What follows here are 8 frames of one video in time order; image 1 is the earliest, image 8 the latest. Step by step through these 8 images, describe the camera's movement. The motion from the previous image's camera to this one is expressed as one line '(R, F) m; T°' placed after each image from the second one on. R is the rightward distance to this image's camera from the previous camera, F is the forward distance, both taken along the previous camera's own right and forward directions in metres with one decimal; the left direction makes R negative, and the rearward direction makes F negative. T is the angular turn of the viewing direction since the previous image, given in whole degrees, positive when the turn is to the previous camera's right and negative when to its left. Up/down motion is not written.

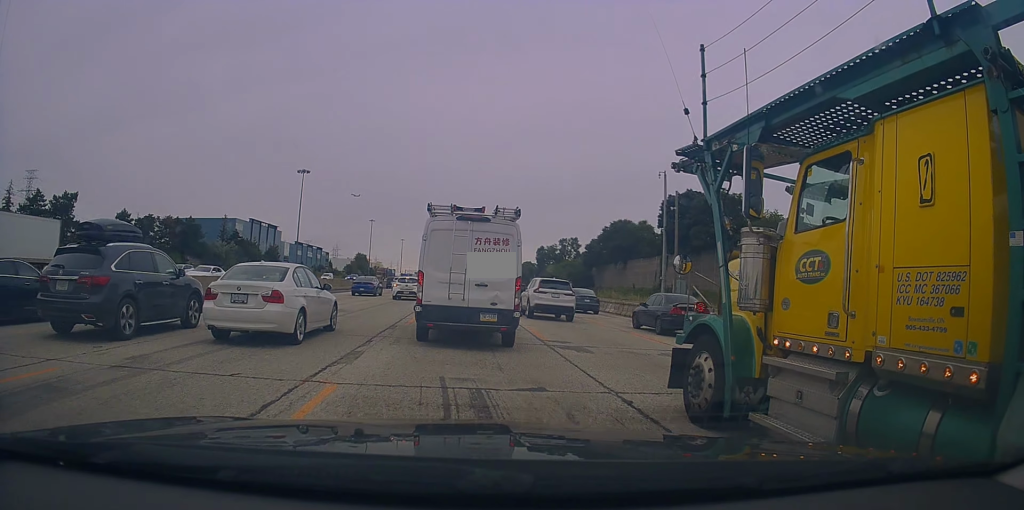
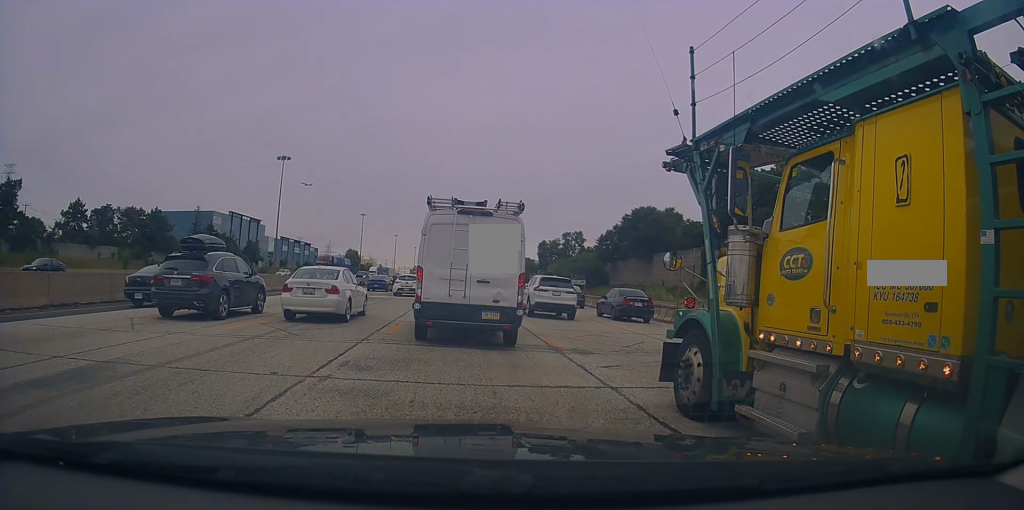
(-0.2, +15.3) m; -1°
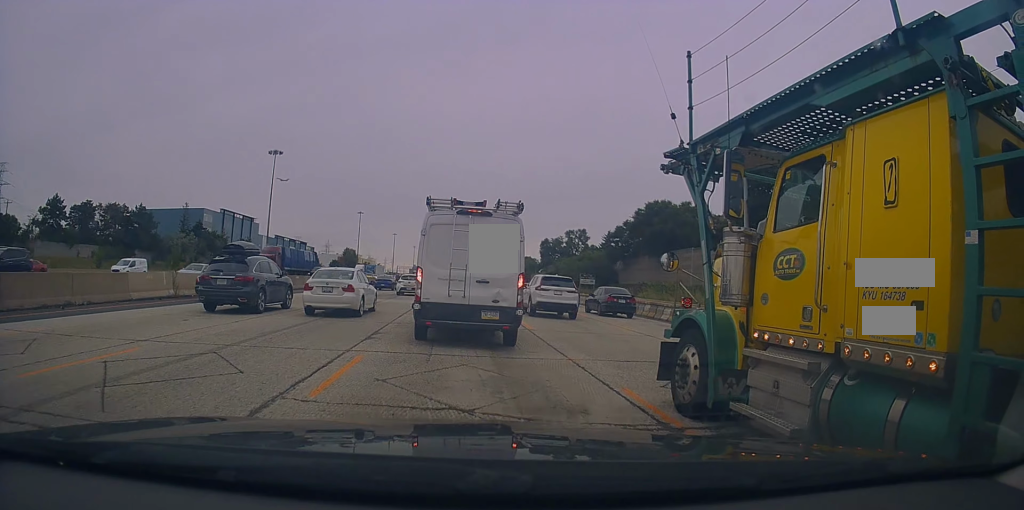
(+0.1, +6.7) m; +1°
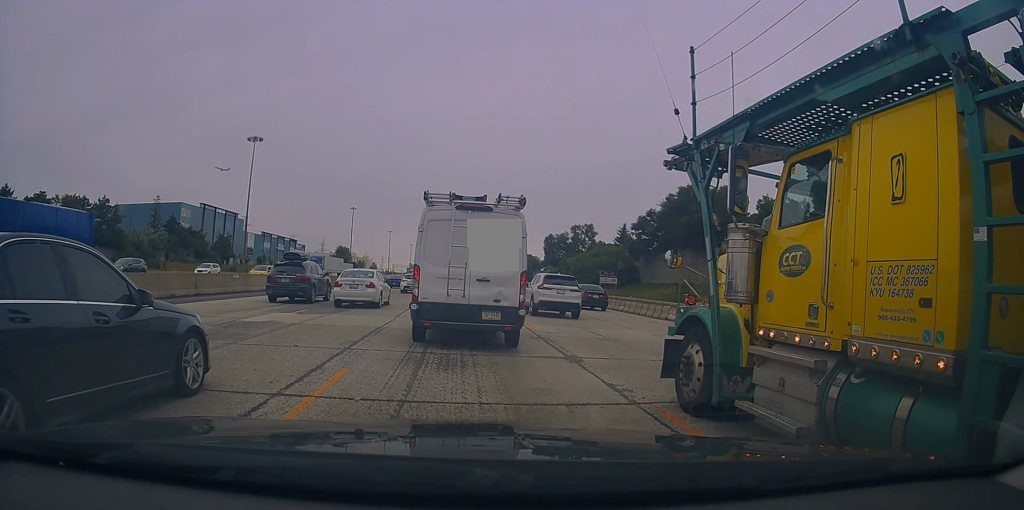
(0.0, +13.3) m; -1°
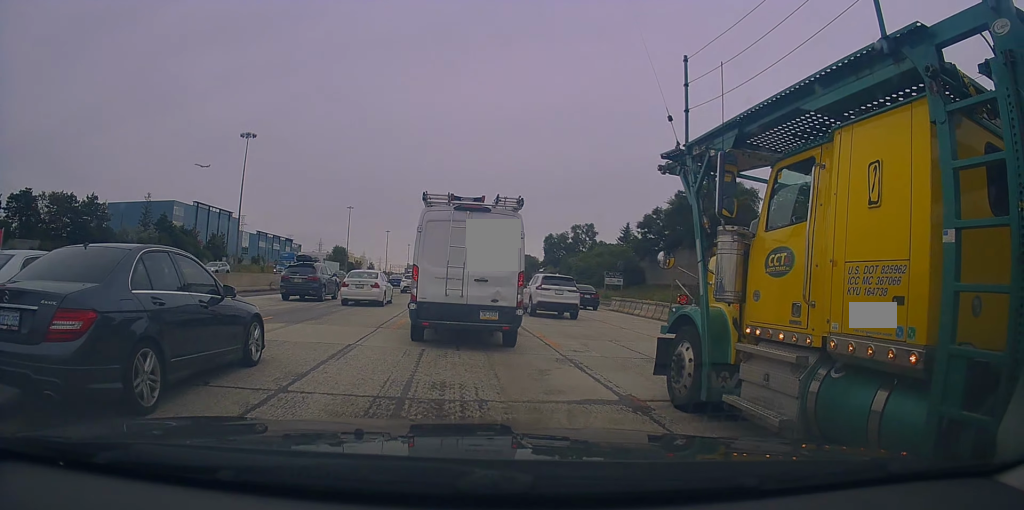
(0.0, +3.6) m; 0°
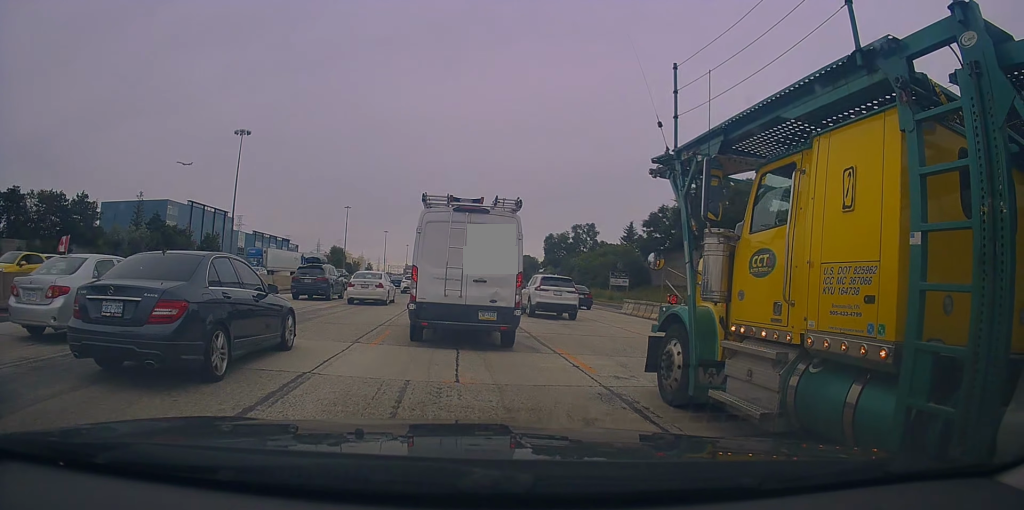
(0.0, +3.0) m; 0°
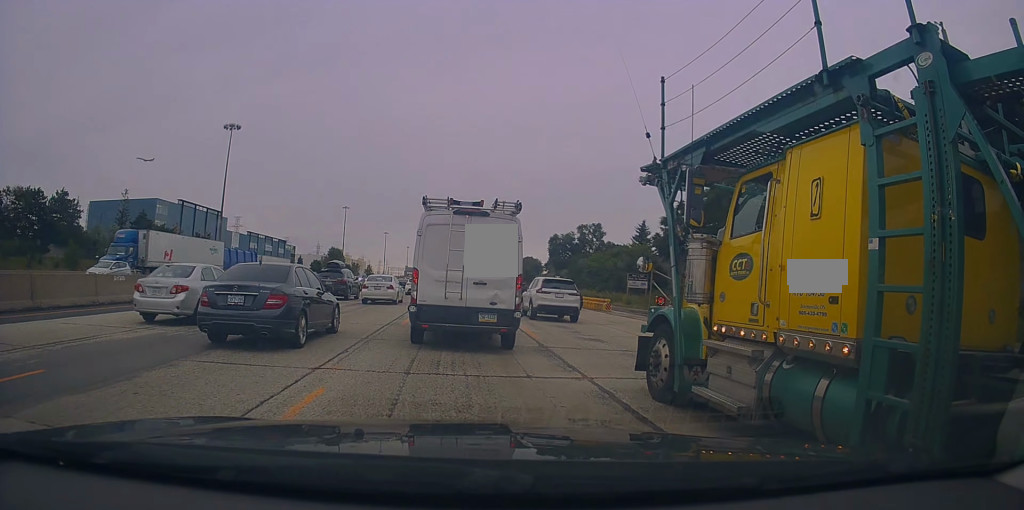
(0.0, +6.6) m; 0°
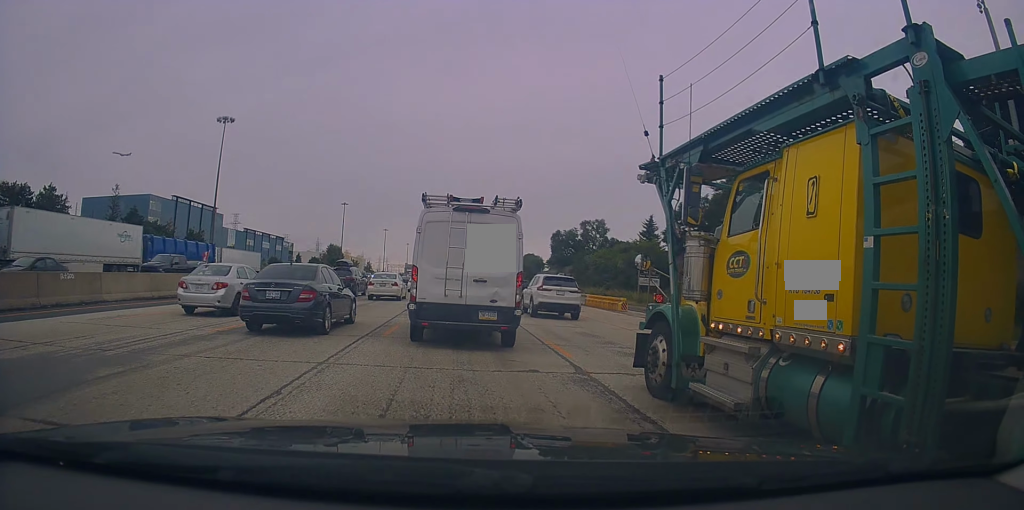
(0.0, +3.6) m; +1°
